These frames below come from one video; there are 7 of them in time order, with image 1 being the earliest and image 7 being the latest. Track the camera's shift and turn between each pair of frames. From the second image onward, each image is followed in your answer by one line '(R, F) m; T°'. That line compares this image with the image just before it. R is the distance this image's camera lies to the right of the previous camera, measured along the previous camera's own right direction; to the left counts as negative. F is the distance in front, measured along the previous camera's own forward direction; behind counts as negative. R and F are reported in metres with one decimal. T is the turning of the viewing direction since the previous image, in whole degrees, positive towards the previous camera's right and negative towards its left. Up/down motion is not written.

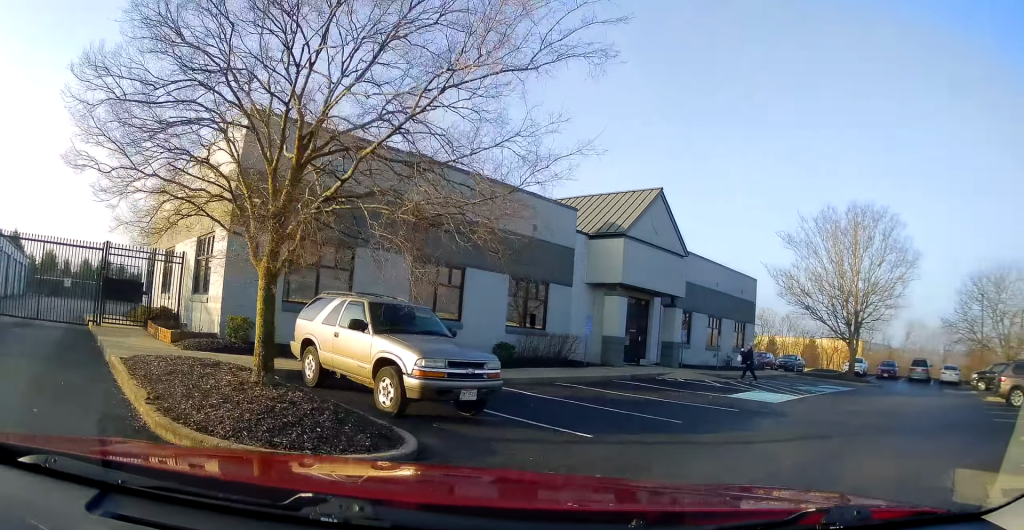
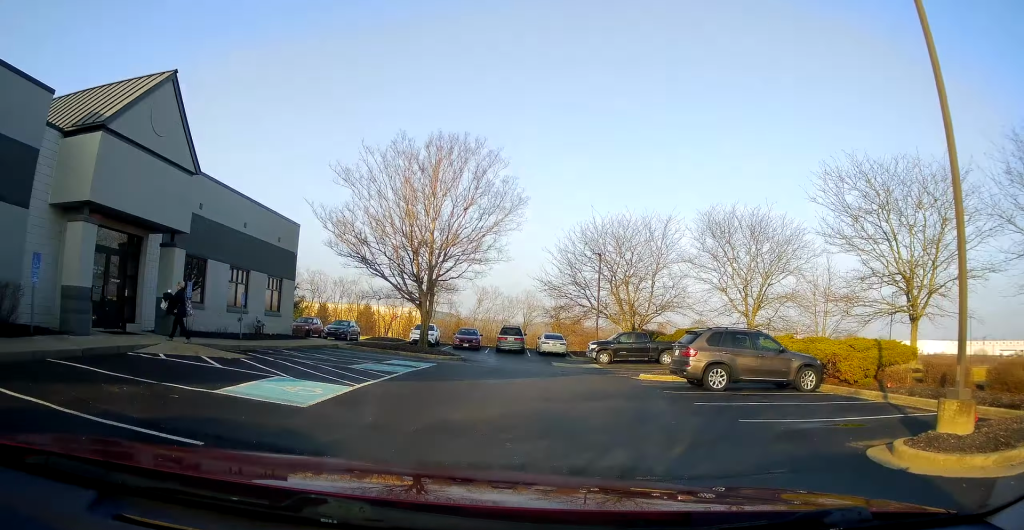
(+4.7, +7.2) m; +46°
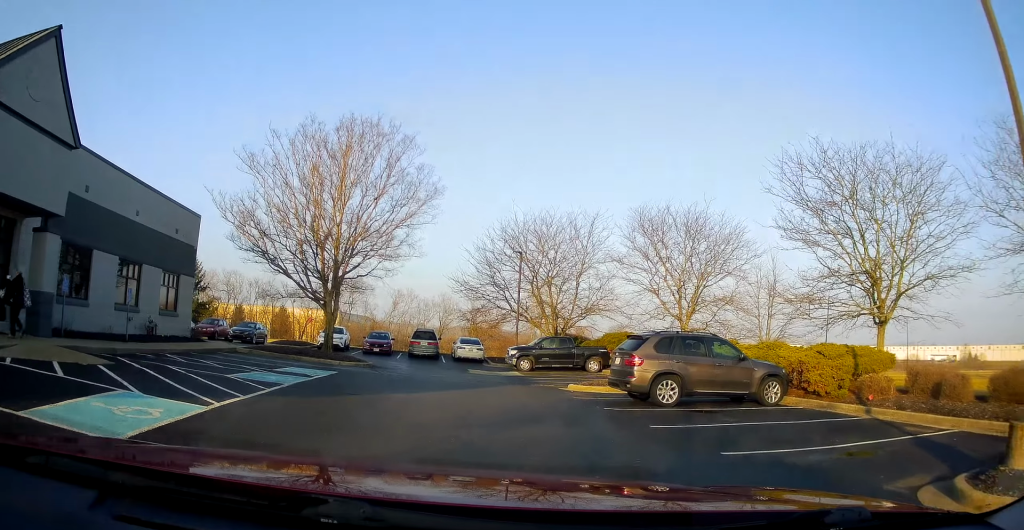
(-0.1, +2.9) m; +4°
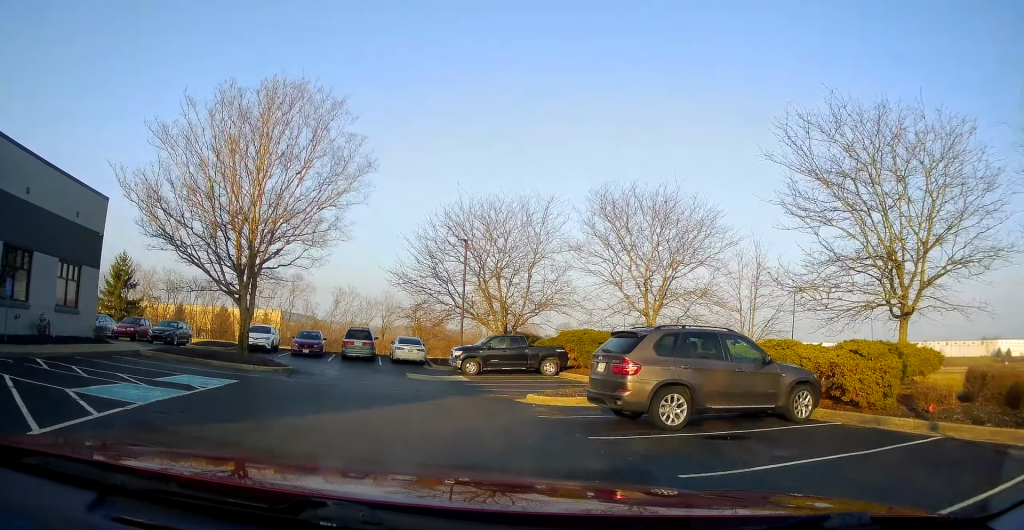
(+0.4, +4.2) m; +7°
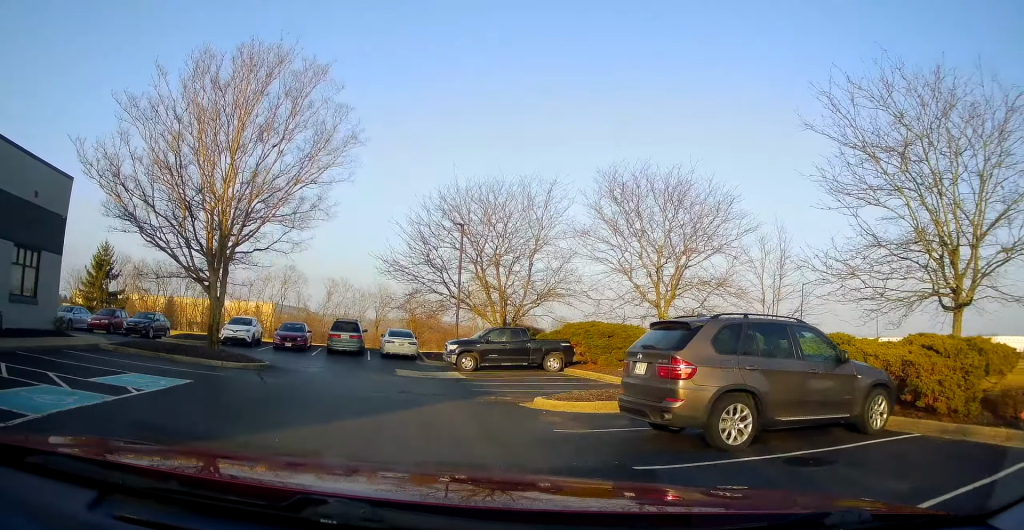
(+0.1, +2.6) m; -1°
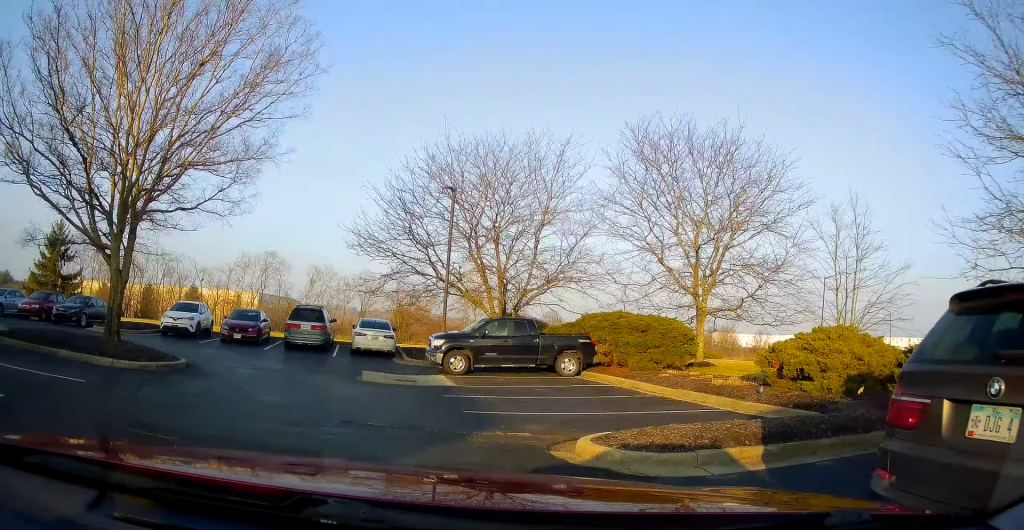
(-0.6, +6.0) m; -3°
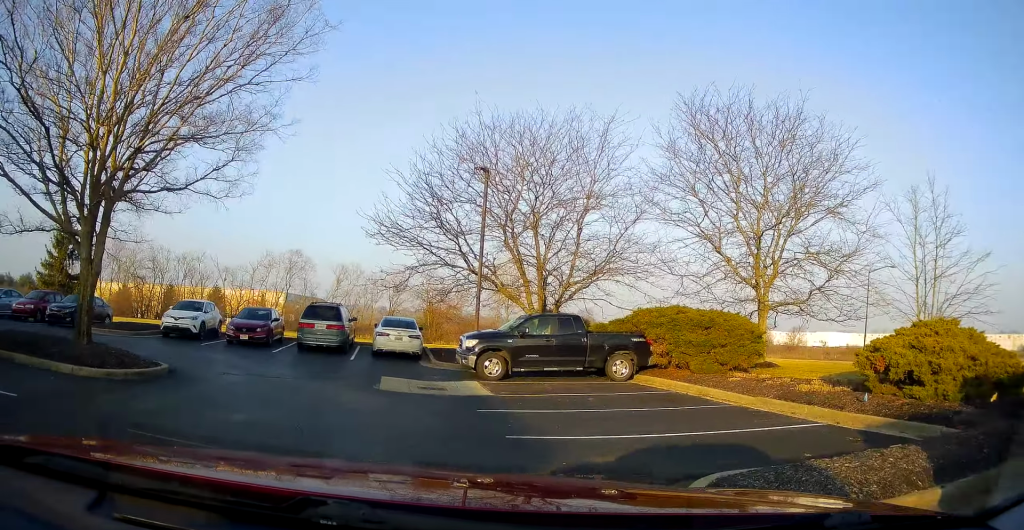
(+0.4, +2.6) m; +2°
